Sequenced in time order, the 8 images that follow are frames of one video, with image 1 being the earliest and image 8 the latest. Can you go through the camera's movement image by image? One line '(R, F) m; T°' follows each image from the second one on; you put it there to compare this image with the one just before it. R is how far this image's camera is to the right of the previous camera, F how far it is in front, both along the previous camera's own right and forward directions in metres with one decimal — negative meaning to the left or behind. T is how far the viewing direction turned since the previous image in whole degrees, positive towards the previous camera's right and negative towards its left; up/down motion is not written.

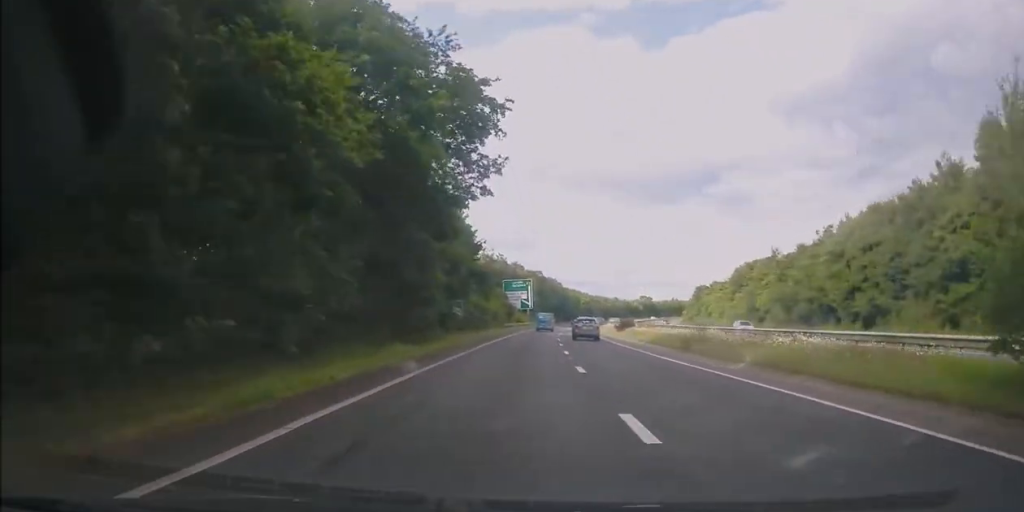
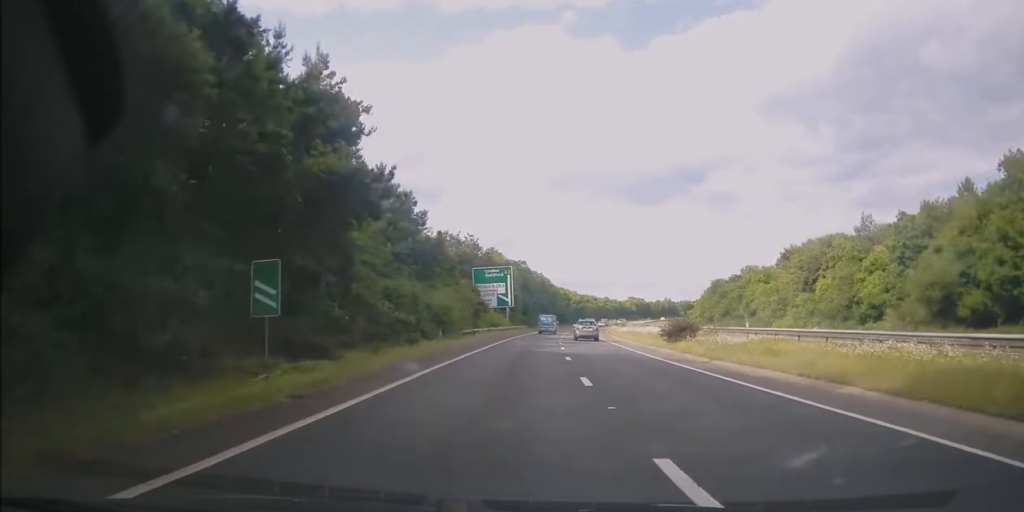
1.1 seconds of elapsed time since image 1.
(+0.3, +28.4) m; +1°
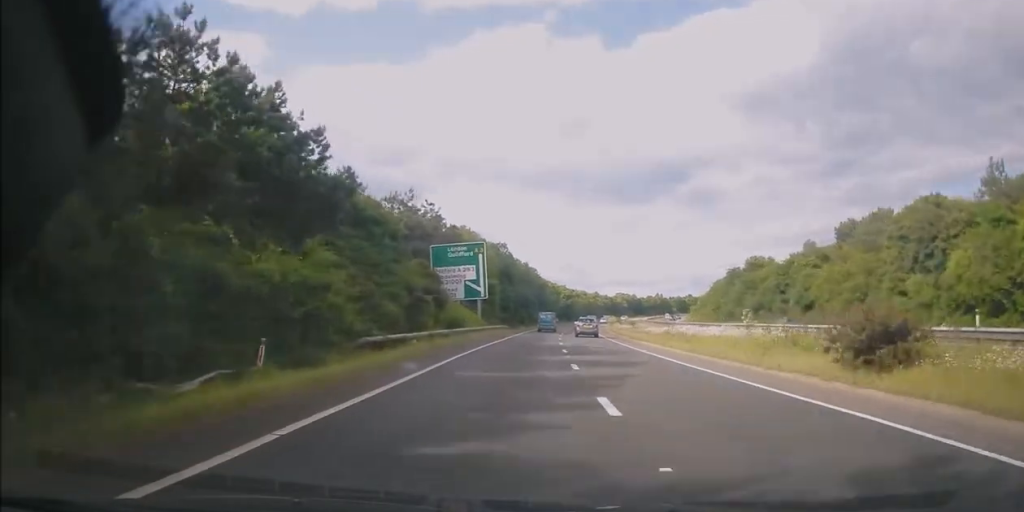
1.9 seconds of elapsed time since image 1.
(+0.1, +21.4) m; +2°
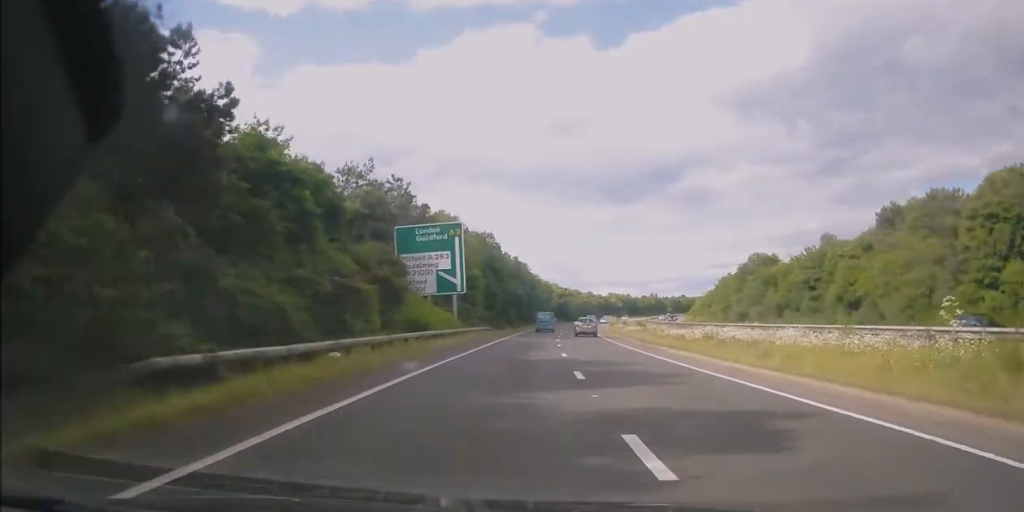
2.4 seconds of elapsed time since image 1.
(+0.1, +11.1) m; +1°
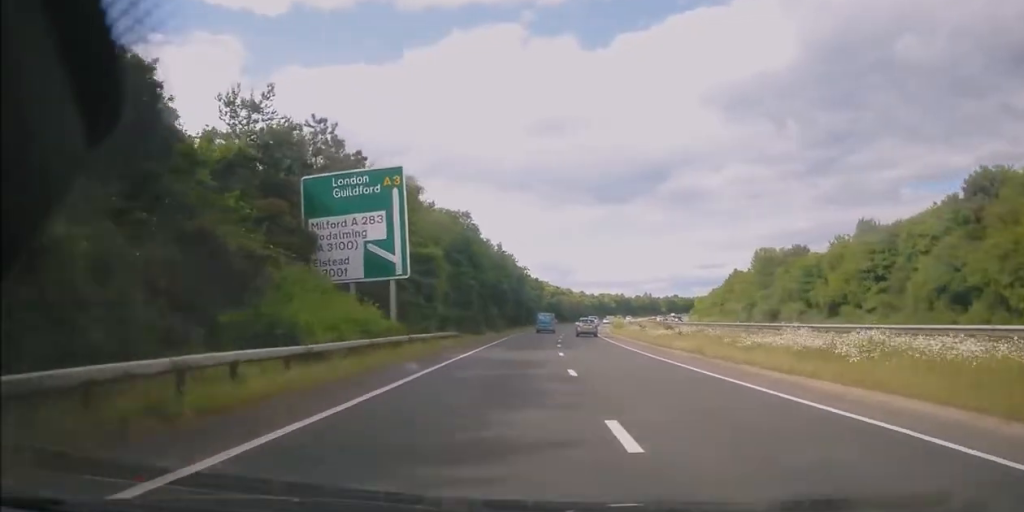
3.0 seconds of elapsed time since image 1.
(+0.3, +16.1) m; +1°
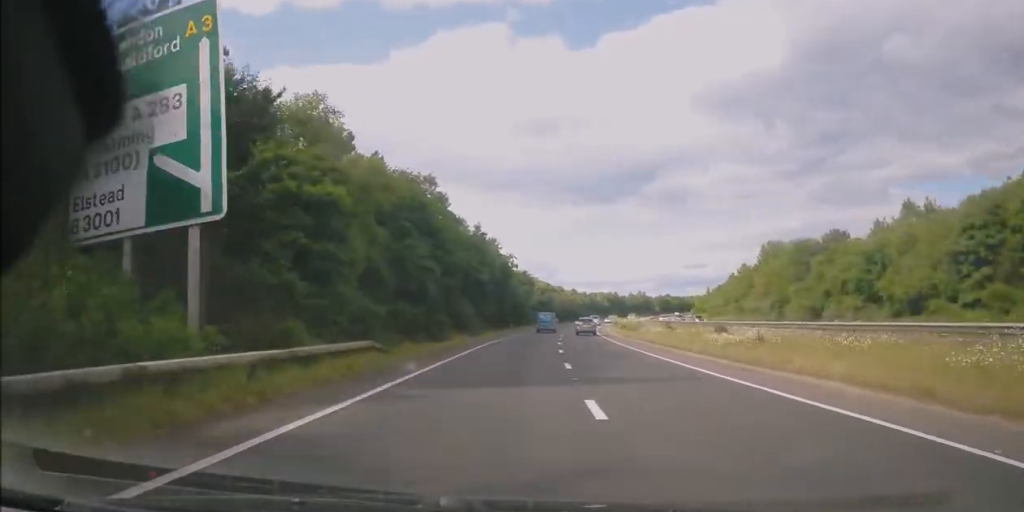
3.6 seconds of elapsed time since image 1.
(+0.3, +15.1) m; +1°
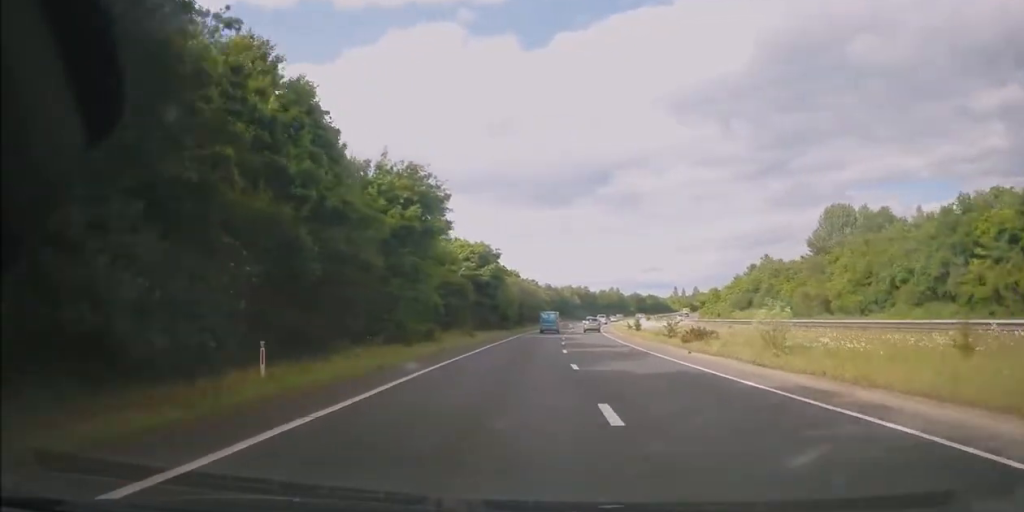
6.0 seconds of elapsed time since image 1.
(+2.1, +60.2) m; +5°
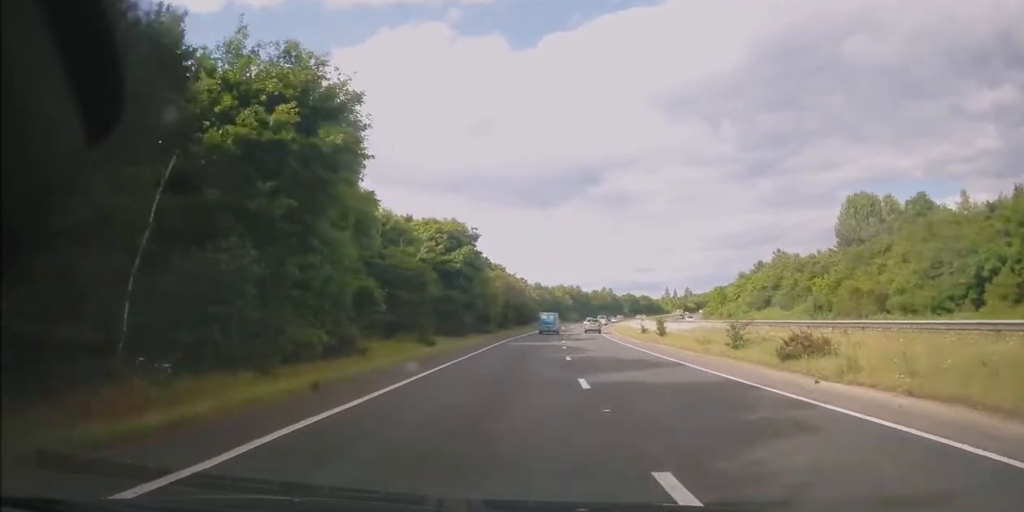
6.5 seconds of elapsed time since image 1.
(+0.2, +12.7) m; +1°
